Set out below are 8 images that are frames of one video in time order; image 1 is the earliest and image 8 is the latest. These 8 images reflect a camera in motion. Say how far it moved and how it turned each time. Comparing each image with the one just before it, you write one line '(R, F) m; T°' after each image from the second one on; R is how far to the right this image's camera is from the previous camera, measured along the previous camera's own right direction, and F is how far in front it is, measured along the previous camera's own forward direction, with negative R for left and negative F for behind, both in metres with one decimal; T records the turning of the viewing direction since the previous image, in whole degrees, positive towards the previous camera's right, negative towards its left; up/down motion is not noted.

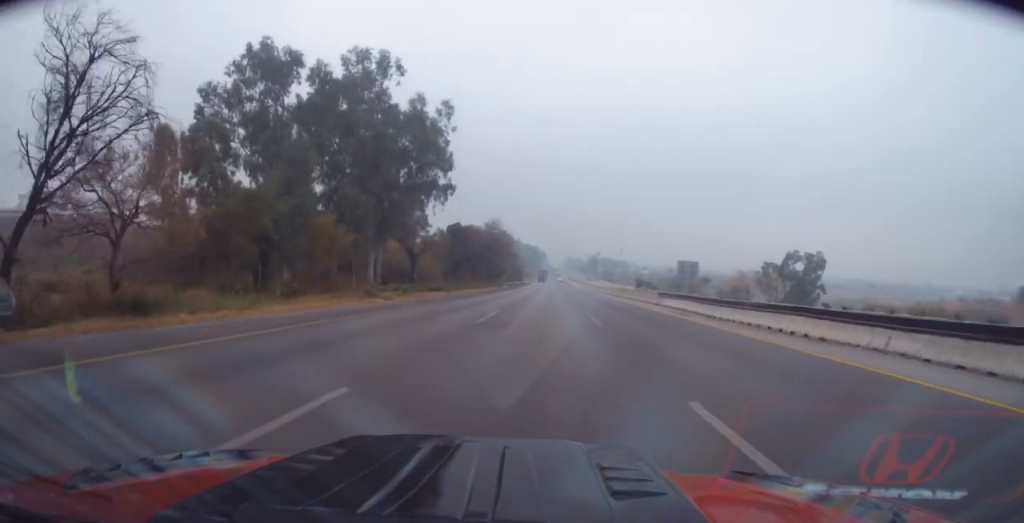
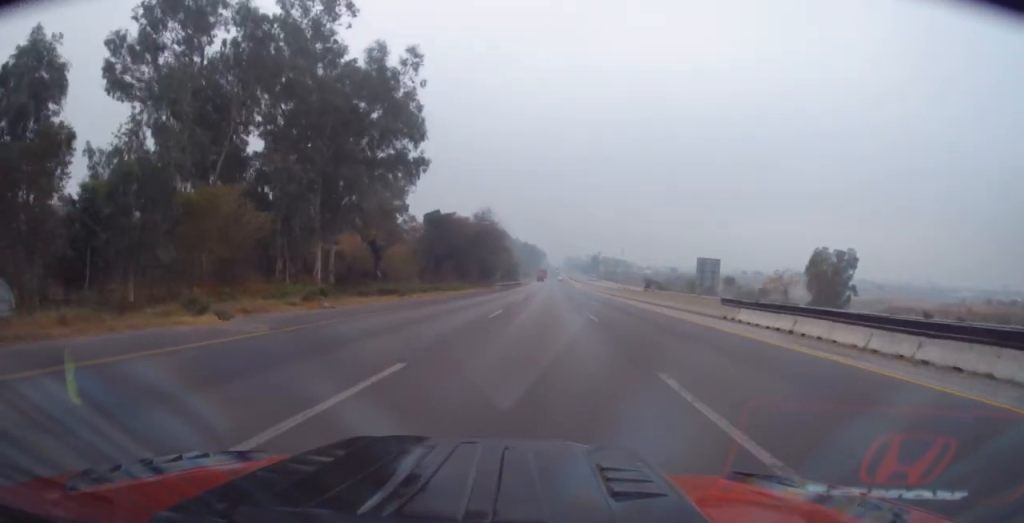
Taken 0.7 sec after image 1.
(-0.2, +15.9) m; -1°
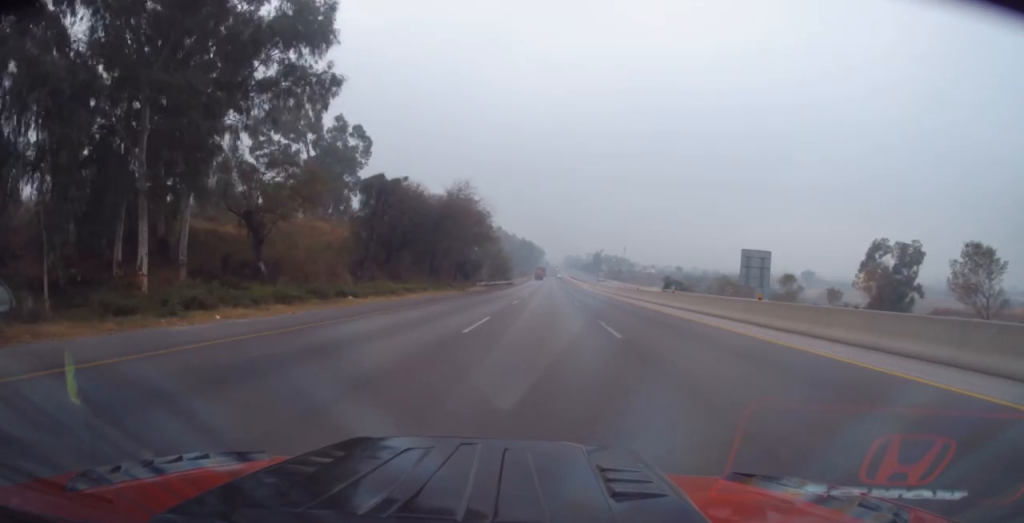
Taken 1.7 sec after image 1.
(0.0, +24.5) m; 0°
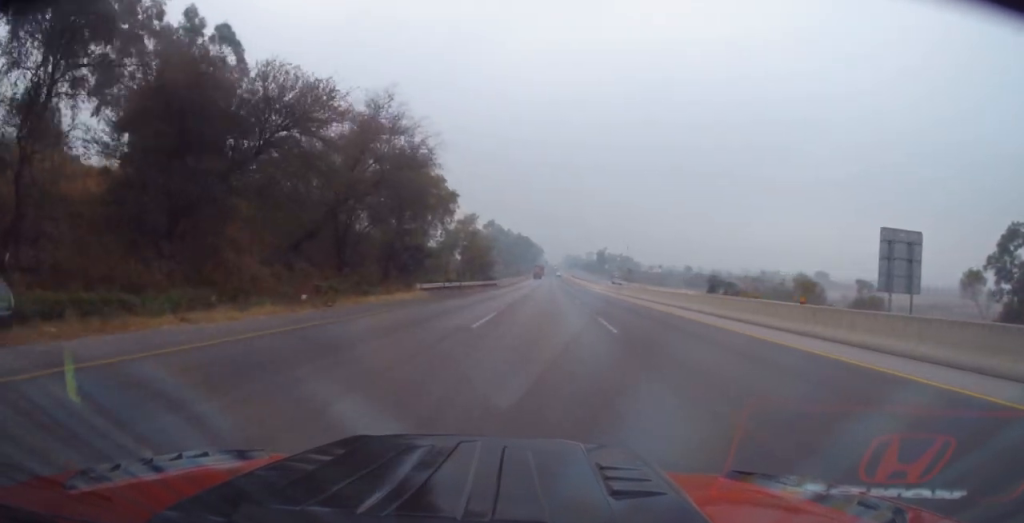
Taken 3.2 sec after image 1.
(+0.6, +34.6) m; +1°
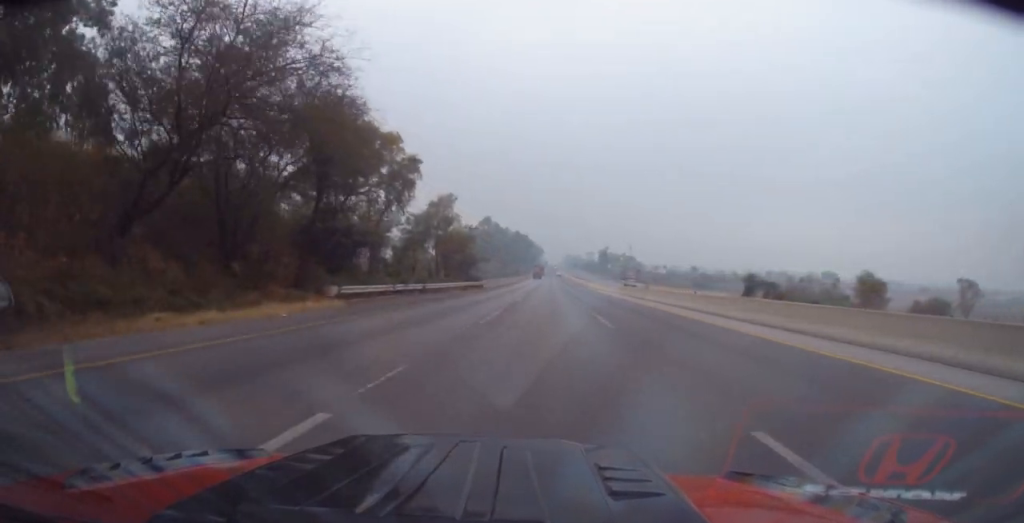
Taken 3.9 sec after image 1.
(+0.3, +16.4) m; -1°
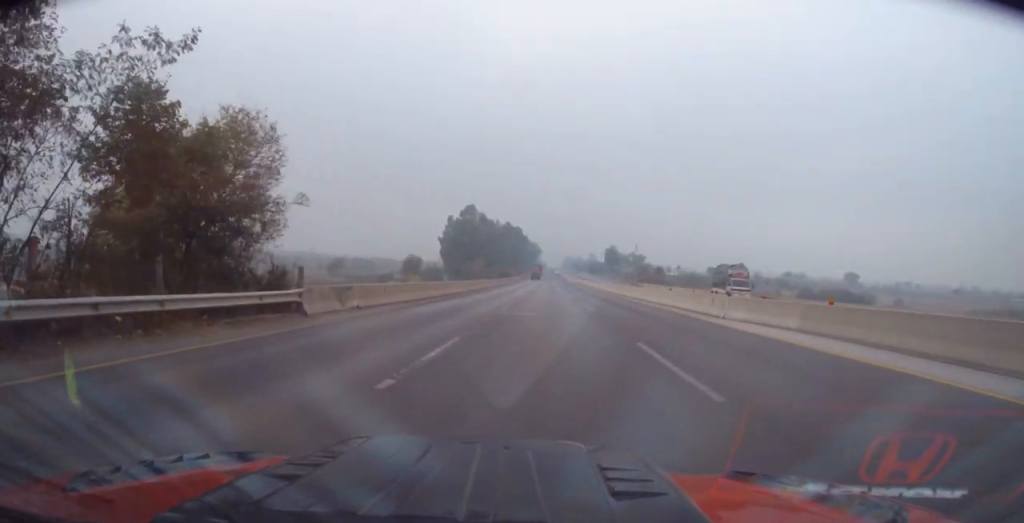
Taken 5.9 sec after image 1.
(-0.5, +46.5) m; 0°
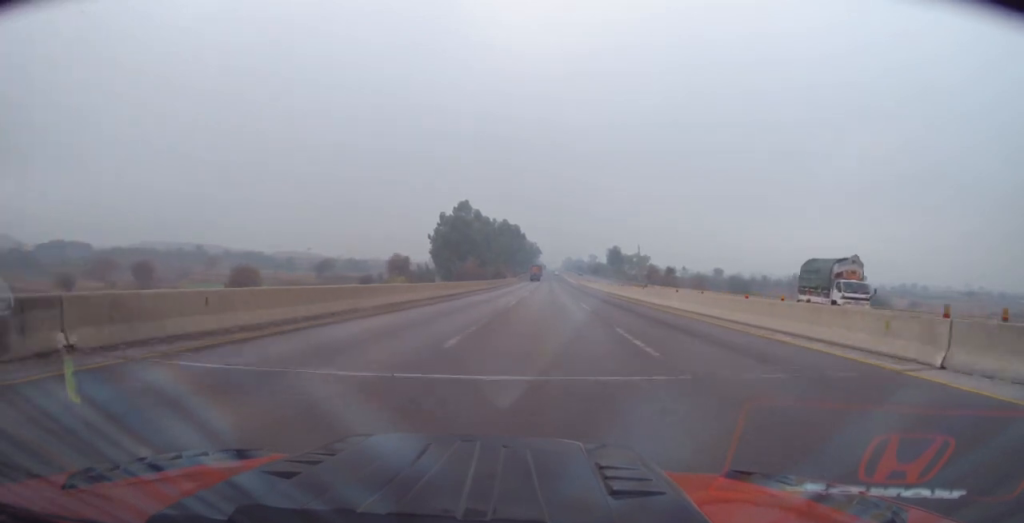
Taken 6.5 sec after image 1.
(-0.2, +13.9) m; +1°
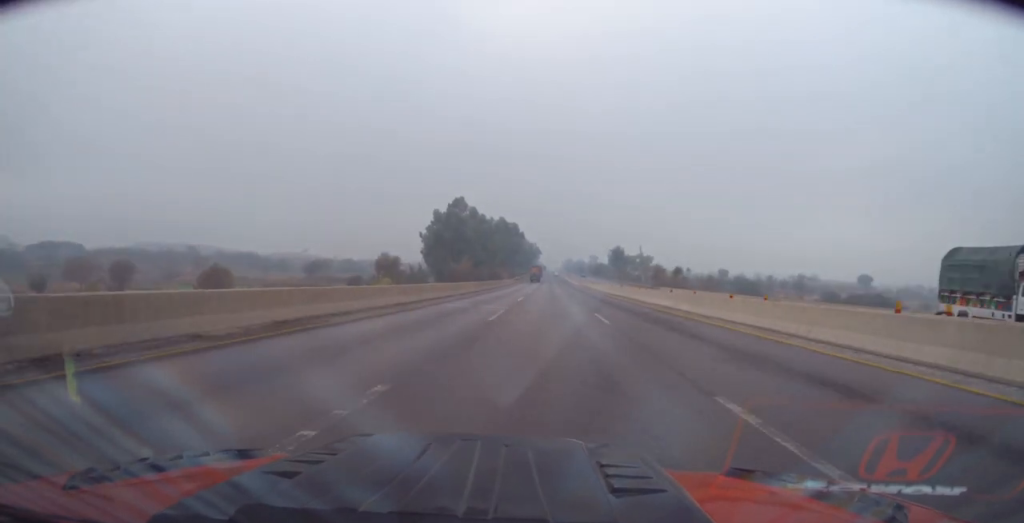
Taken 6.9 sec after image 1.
(0.0, +10.0) m; 0°
